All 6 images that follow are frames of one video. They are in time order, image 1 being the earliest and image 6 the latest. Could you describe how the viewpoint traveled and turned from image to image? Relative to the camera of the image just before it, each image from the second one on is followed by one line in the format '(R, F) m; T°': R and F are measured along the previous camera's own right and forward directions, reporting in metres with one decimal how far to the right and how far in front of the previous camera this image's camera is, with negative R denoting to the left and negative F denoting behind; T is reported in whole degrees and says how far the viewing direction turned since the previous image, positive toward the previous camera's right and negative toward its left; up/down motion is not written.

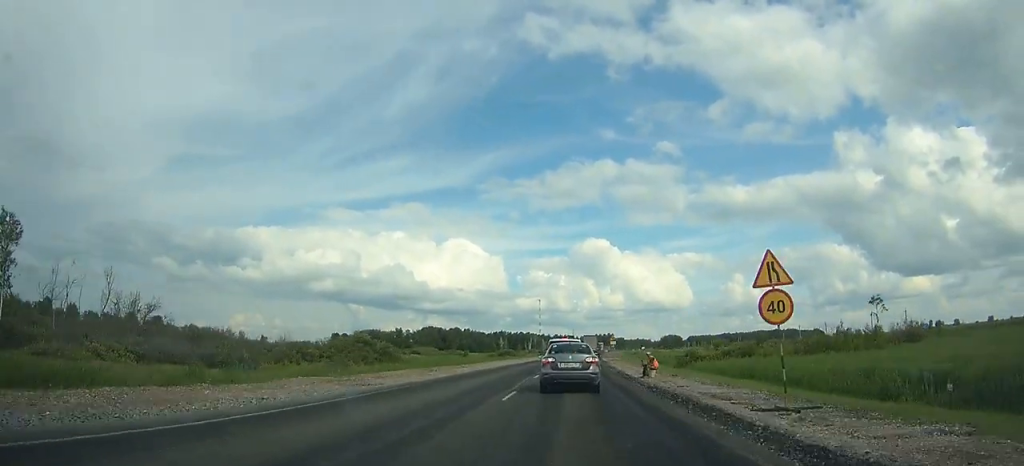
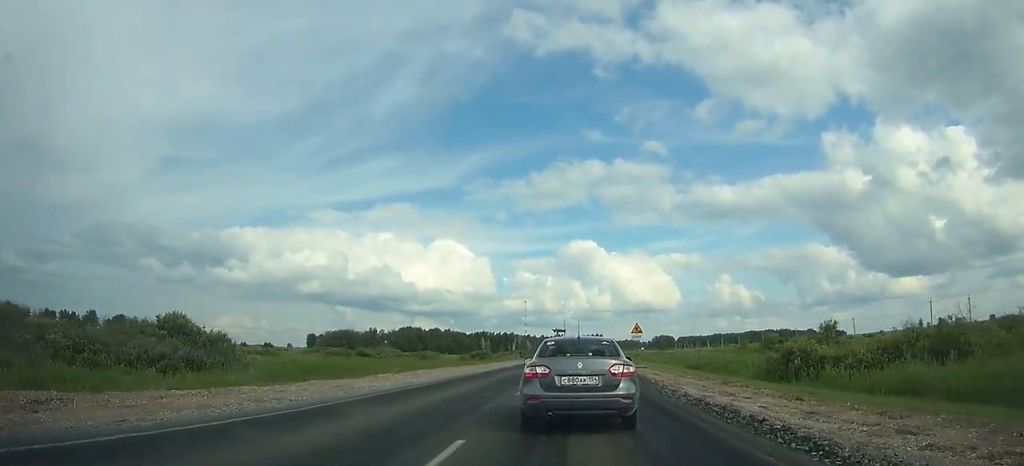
(+1.6, +31.6) m; +2°
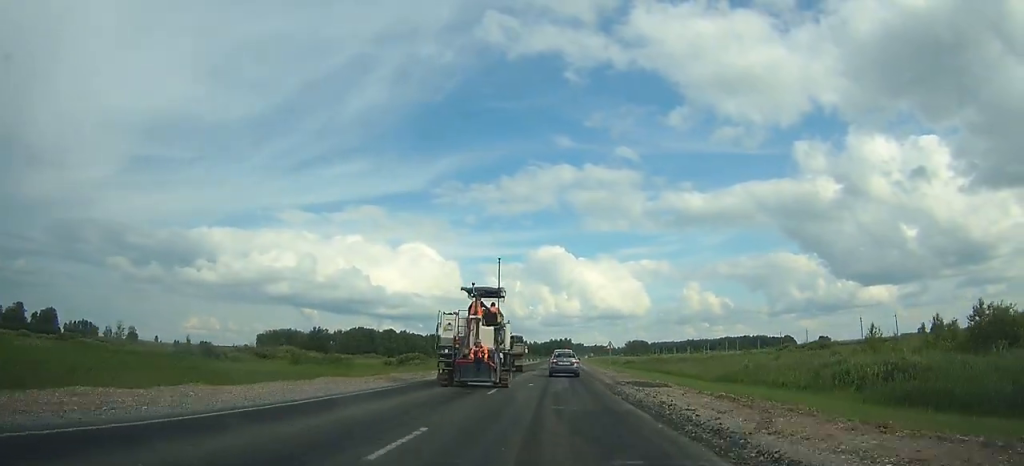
(-3.2, +56.6) m; -3°
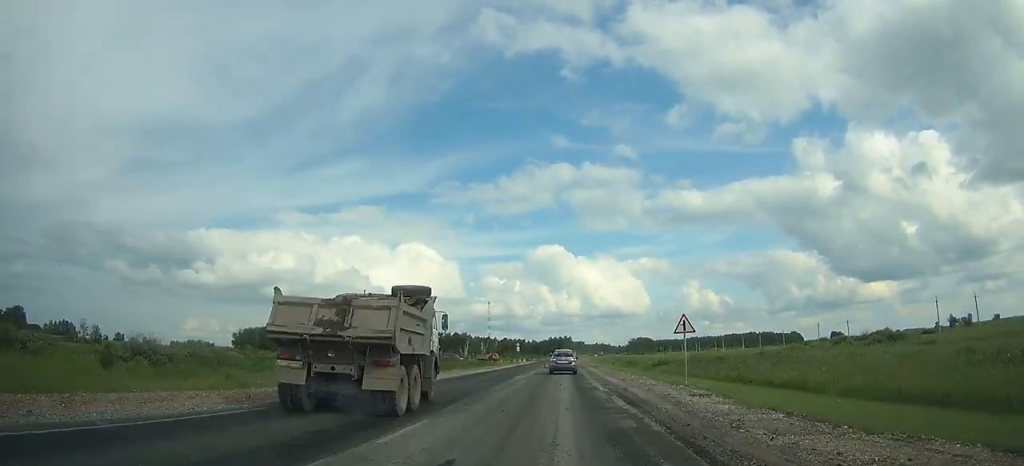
(+0.7, +33.8) m; +2°
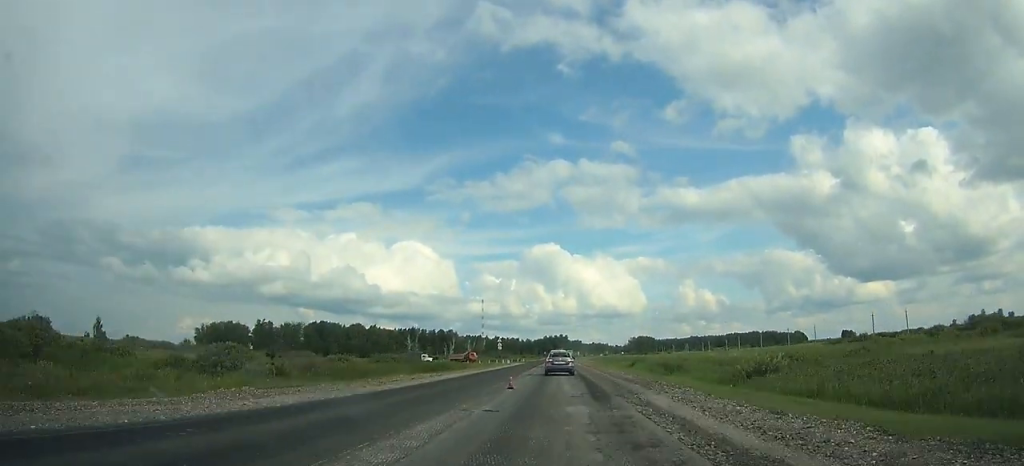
(+0.7, +37.5) m; +1°
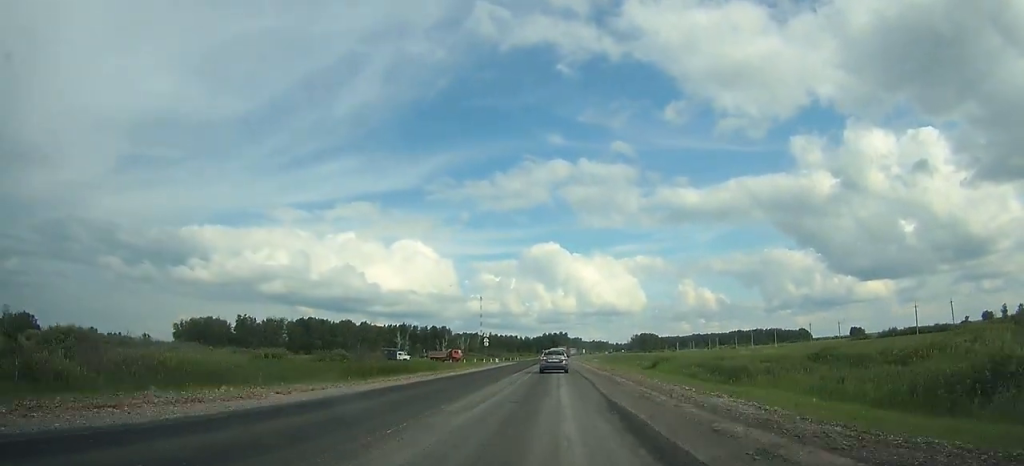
(+0.1, +21.7) m; 0°
